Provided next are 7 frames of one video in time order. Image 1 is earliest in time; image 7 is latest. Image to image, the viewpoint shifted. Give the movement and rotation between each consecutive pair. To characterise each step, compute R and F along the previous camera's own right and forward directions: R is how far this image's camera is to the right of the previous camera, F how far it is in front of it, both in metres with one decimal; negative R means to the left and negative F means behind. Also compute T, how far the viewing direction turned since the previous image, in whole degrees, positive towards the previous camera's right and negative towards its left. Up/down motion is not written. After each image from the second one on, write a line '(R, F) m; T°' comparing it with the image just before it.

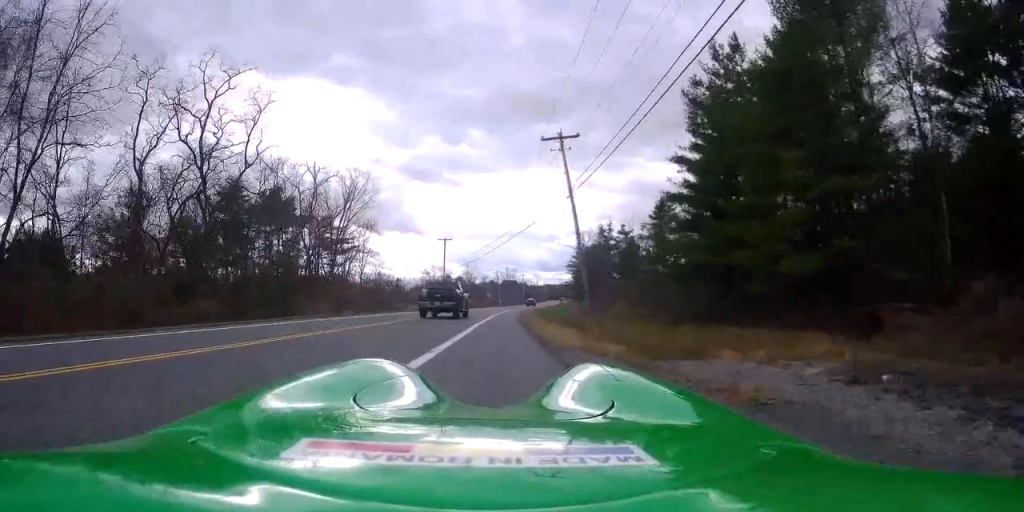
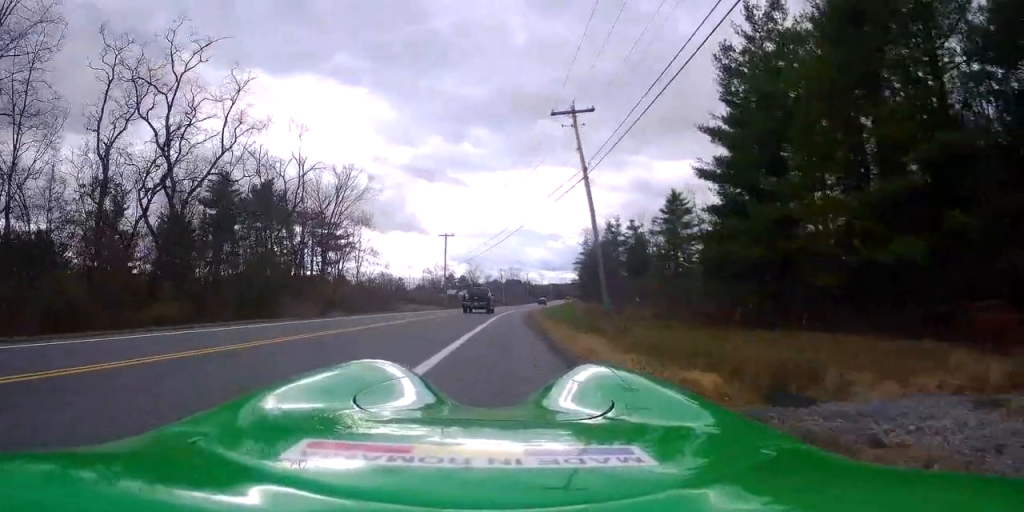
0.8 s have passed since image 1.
(0.0, +4.8) m; -1°
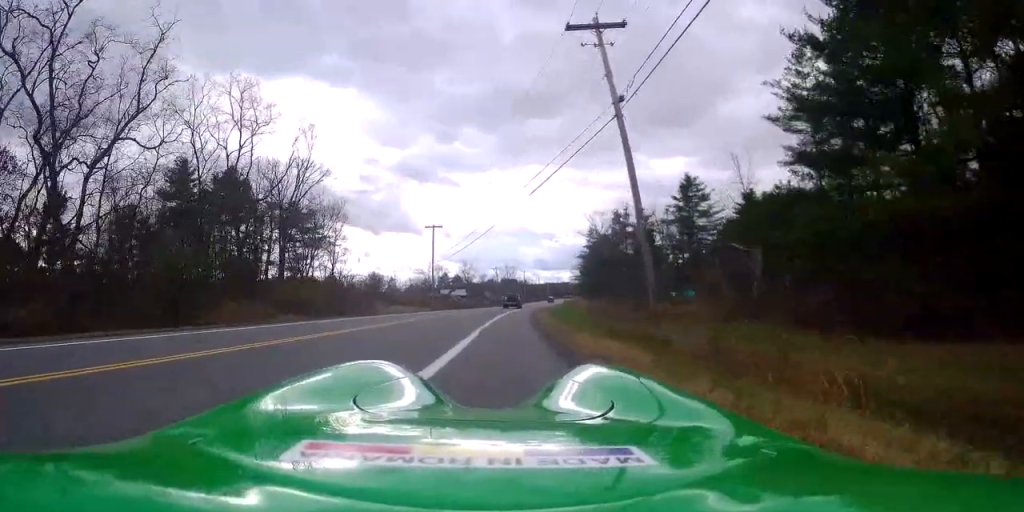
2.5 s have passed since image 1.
(0.0, +10.6) m; 0°
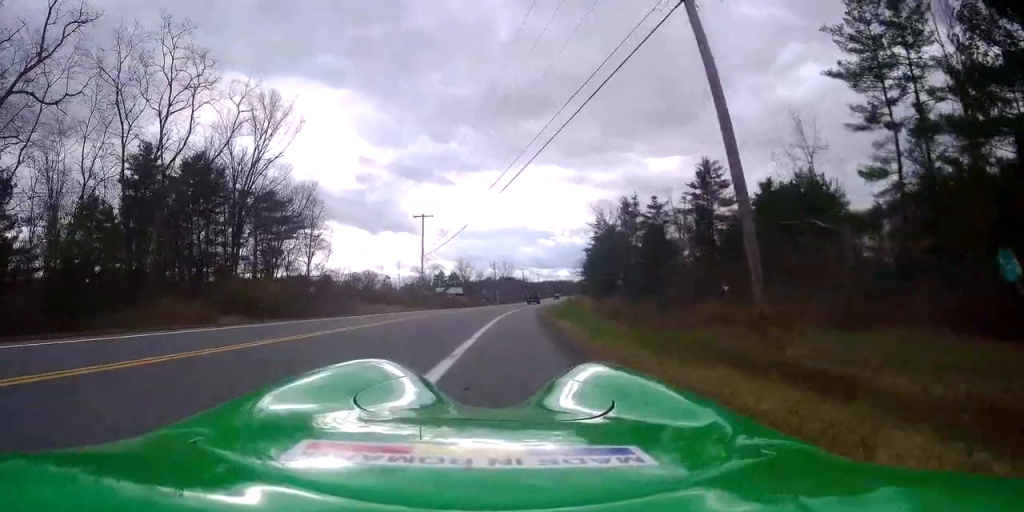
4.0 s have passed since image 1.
(0.0, +8.9) m; 0°
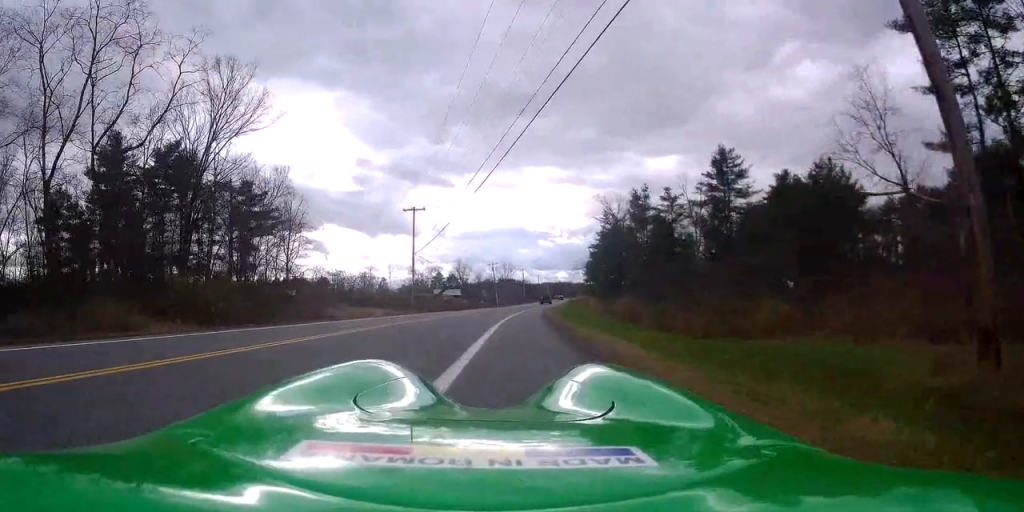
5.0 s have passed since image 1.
(0.0, +6.9) m; 0°
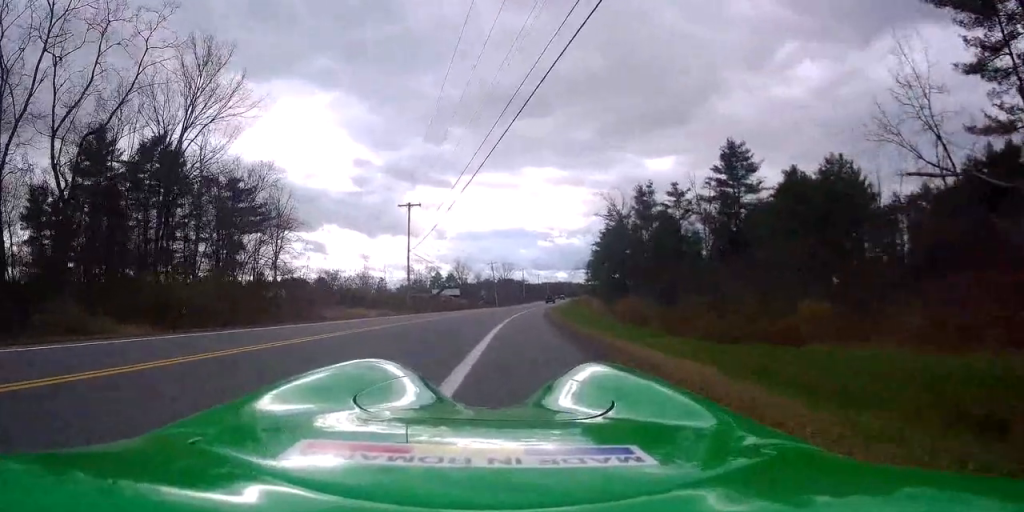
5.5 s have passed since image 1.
(0.0, +3.2) m; 0°
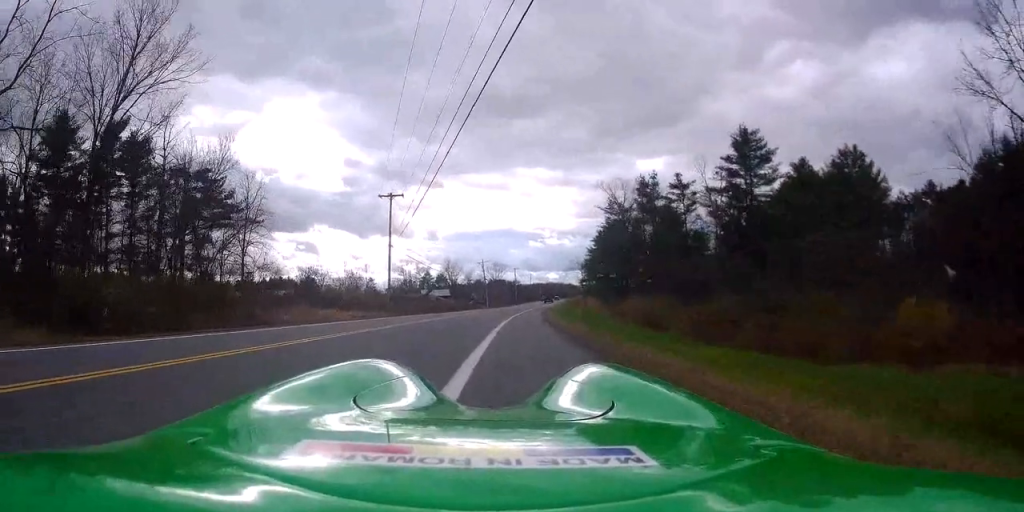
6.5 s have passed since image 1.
(0.0, +5.8) m; +1°
